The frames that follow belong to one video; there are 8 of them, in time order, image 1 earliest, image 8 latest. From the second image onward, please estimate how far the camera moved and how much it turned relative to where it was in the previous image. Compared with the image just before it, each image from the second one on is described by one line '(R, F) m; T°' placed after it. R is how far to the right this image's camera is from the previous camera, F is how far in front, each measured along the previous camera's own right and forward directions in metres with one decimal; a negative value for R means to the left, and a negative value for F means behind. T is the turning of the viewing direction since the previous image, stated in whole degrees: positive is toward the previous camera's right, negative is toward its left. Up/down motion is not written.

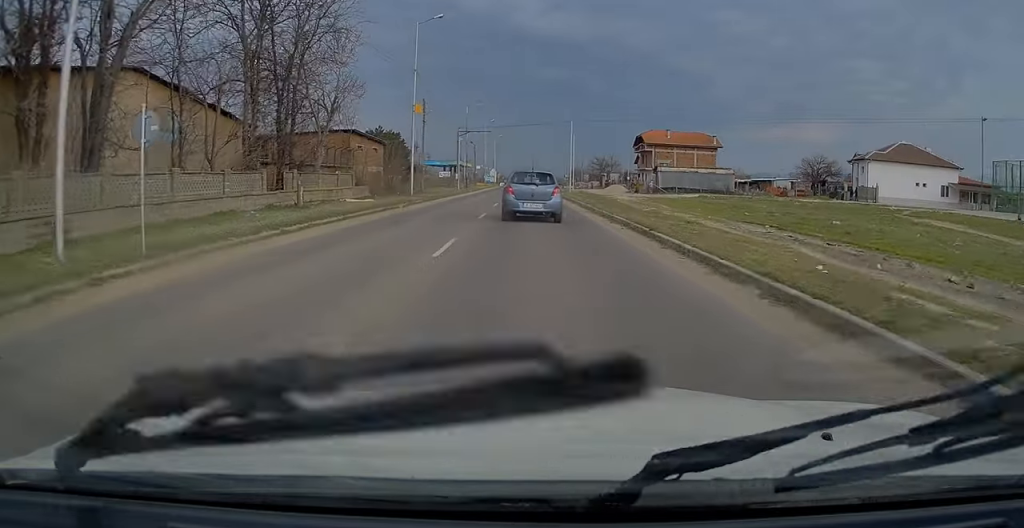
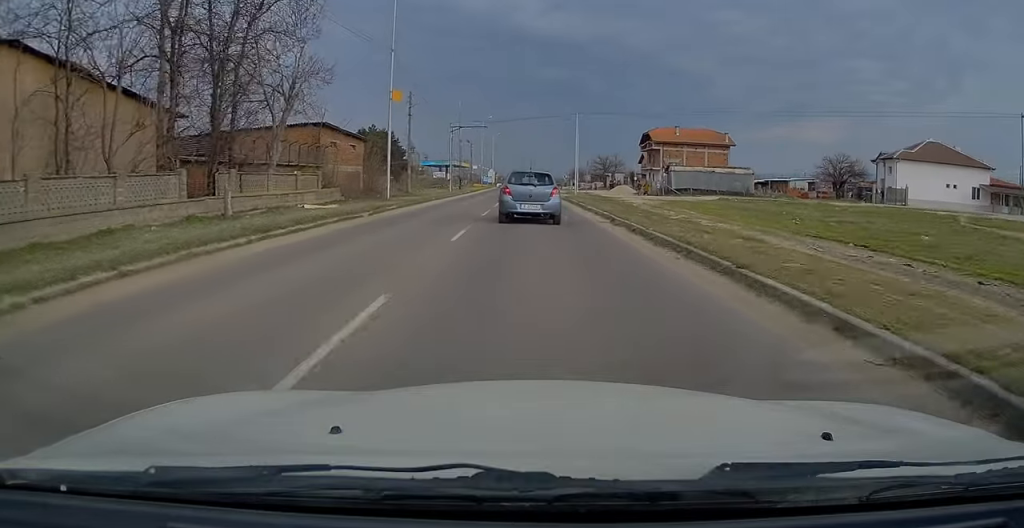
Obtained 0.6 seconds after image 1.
(0.0, +6.3) m; 0°
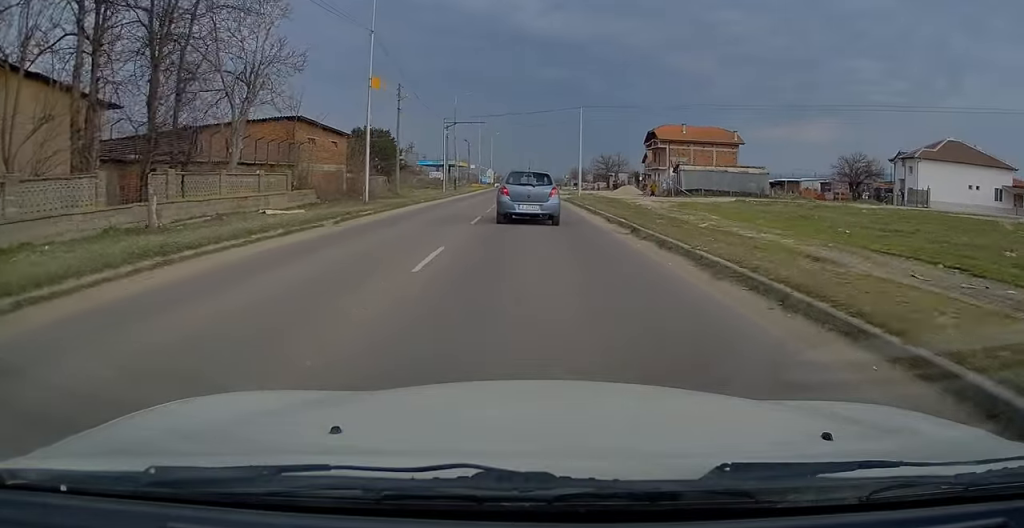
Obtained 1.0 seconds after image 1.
(+0.1, +4.2) m; 0°
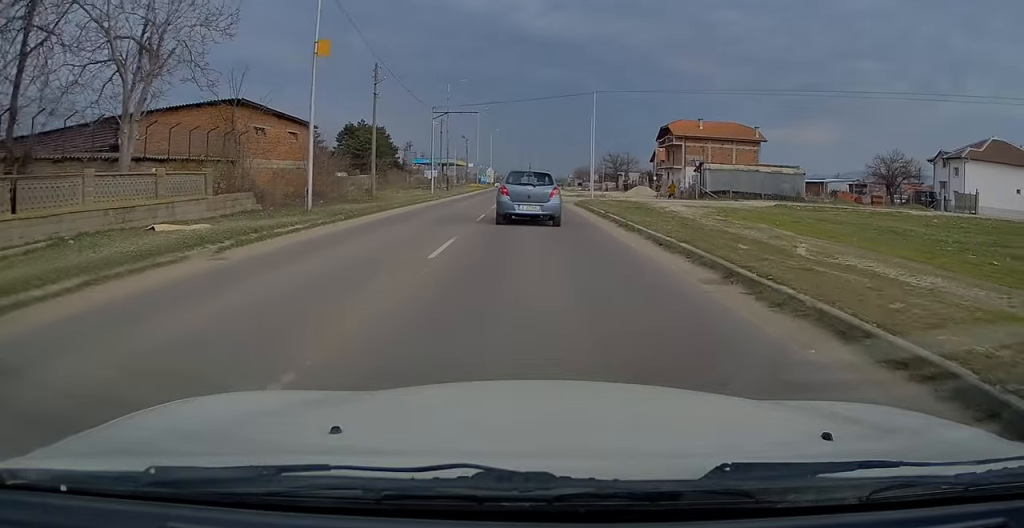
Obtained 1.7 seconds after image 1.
(0.0, +7.6) m; 0°
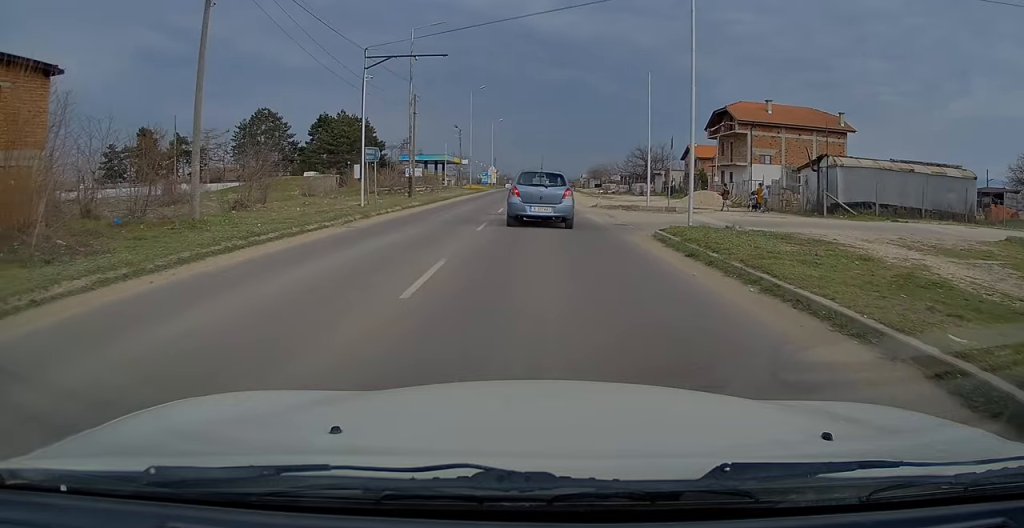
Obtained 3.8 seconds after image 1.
(0.0, +21.1) m; 0°
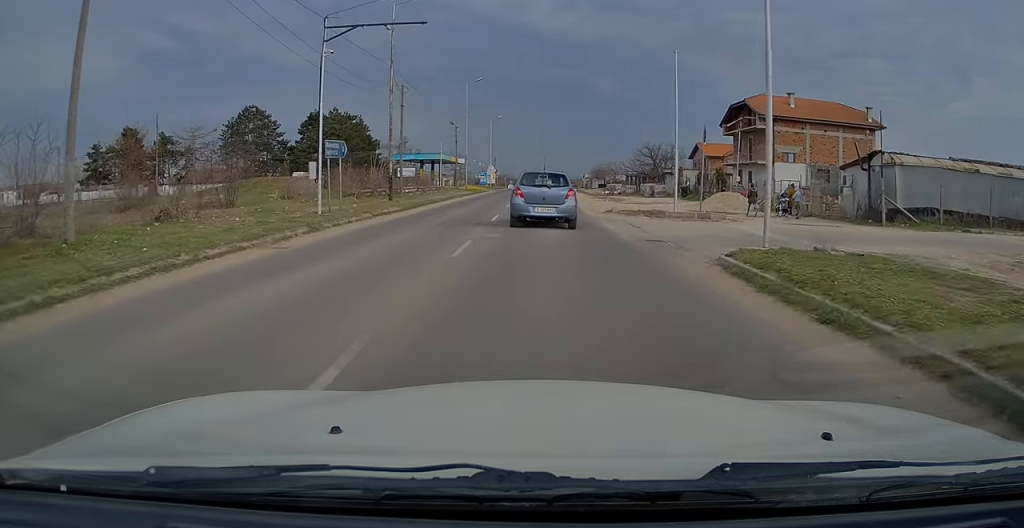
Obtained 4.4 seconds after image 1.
(-0.1, +5.2) m; -1°
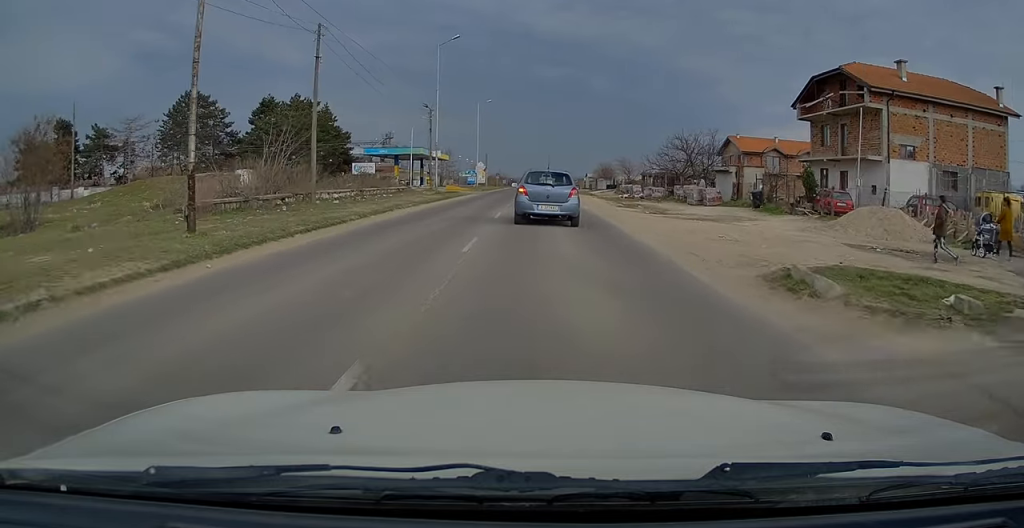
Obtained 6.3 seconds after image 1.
(+0.2, +18.3) m; +1°
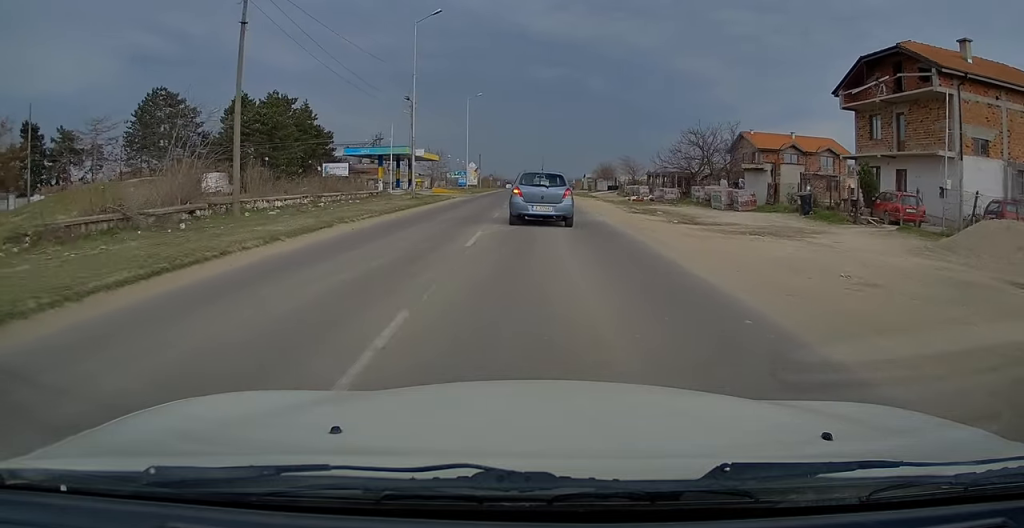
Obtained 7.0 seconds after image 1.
(0.0, +7.1) m; 0°
